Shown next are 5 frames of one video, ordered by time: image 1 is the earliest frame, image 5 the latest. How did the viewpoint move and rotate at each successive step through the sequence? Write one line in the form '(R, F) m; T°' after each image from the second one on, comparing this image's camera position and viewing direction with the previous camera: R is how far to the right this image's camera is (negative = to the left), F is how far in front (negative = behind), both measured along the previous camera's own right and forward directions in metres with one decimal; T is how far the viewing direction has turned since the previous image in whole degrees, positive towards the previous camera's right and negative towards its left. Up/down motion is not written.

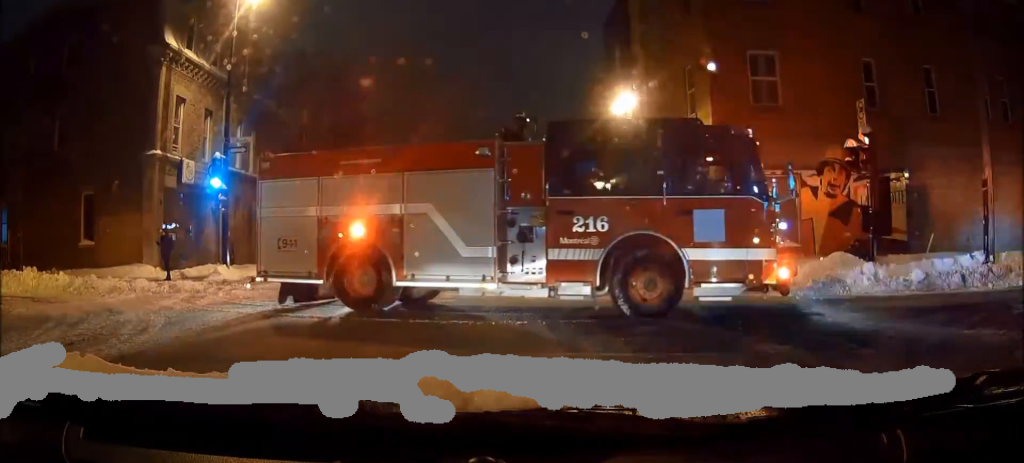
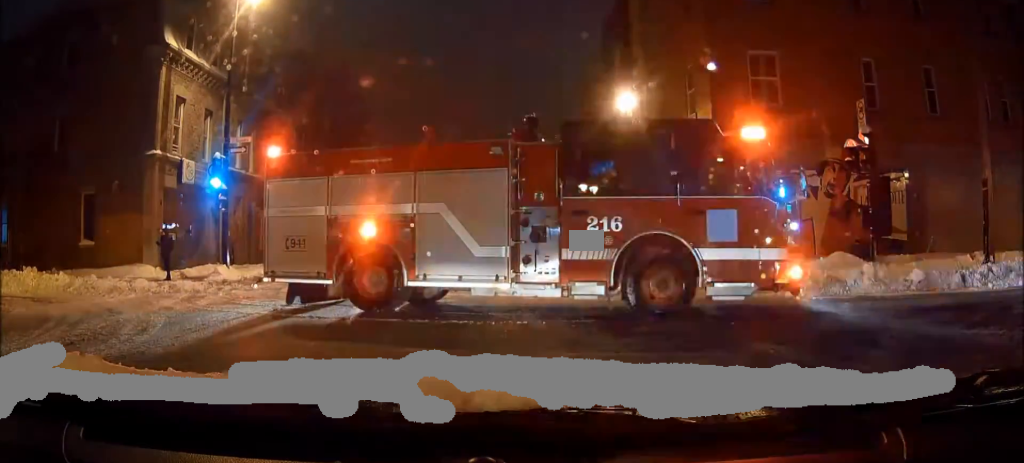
(0.0, 0.0) m; 0°
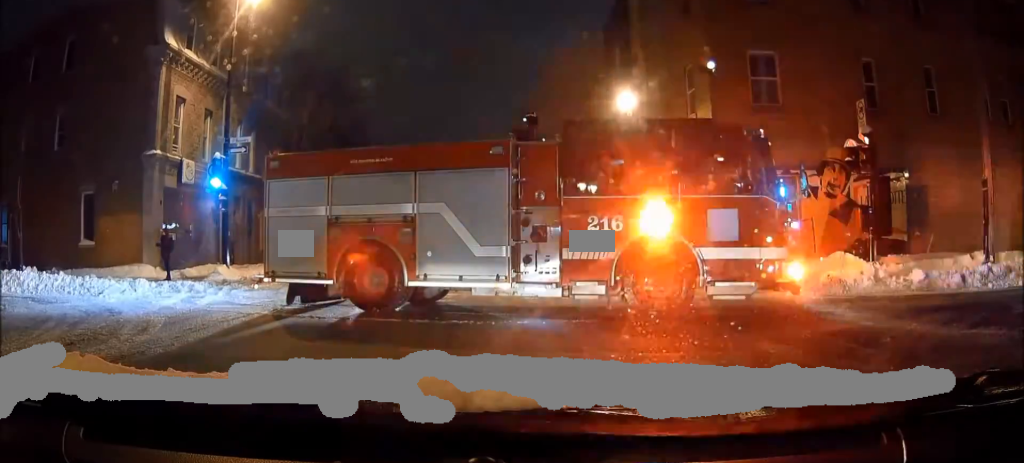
(0.0, 0.0) m; 0°
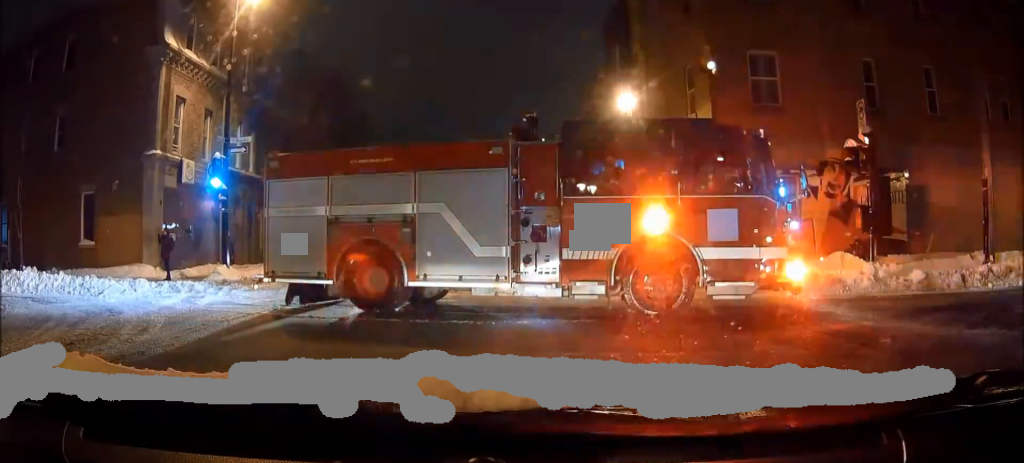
(0.0, 0.0) m; 0°
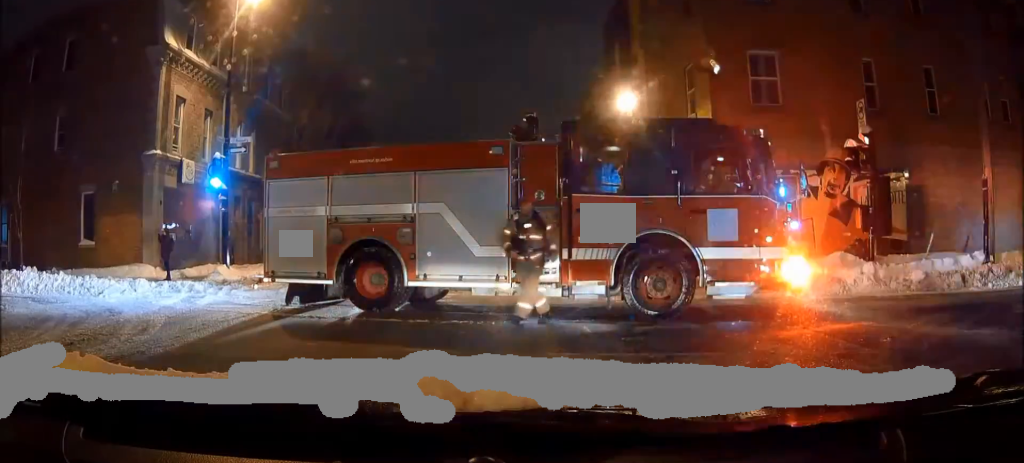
(0.0, 0.0) m; 0°
